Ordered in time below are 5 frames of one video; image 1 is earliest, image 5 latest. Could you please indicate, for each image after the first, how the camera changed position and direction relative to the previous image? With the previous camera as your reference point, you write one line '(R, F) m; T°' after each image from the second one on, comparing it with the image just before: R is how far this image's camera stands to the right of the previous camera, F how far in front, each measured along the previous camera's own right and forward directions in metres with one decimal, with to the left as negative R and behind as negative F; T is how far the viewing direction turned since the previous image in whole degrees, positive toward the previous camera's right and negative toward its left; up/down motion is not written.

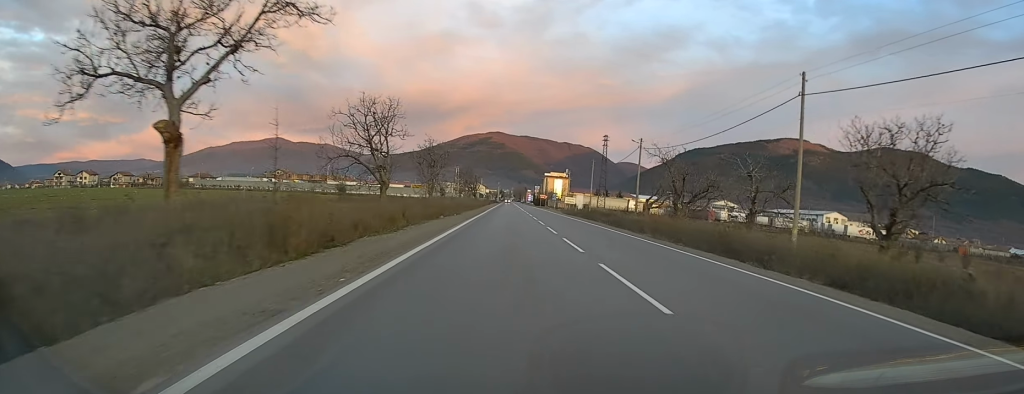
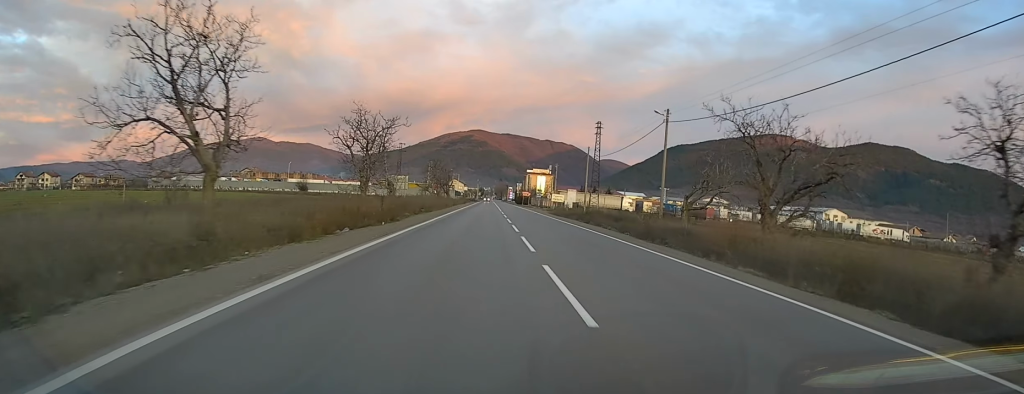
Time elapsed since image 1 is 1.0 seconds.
(+0.3, +18.8) m; +2°
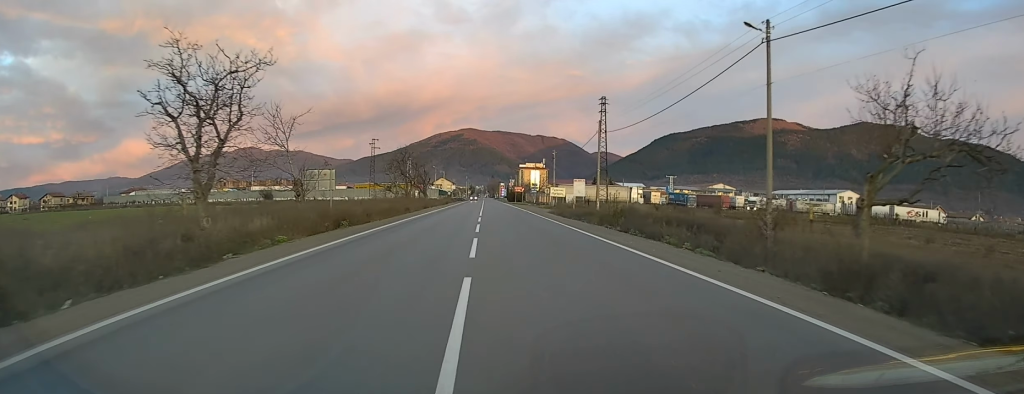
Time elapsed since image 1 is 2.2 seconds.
(+0.2, +20.3) m; 0°
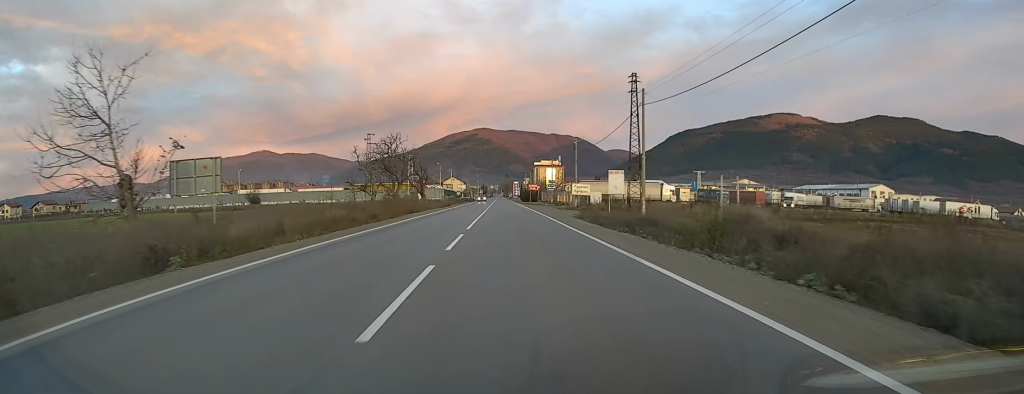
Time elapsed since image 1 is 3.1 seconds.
(-0.3, +16.1) m; -2°
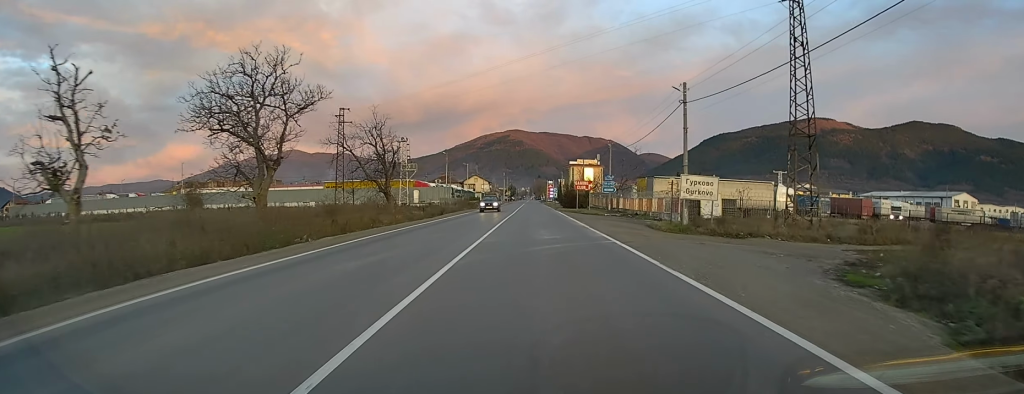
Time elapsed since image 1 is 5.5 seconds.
(-0.8, +38.8) m; -1°
